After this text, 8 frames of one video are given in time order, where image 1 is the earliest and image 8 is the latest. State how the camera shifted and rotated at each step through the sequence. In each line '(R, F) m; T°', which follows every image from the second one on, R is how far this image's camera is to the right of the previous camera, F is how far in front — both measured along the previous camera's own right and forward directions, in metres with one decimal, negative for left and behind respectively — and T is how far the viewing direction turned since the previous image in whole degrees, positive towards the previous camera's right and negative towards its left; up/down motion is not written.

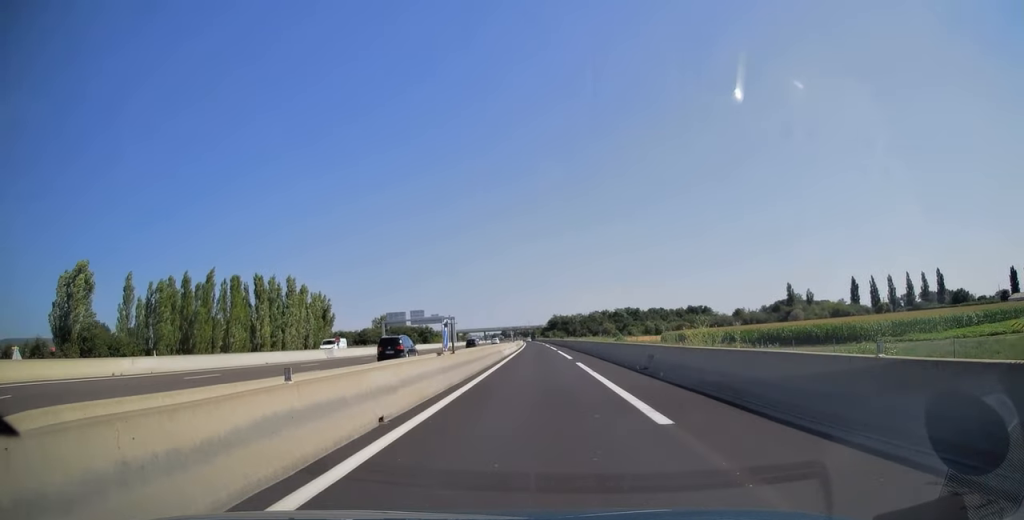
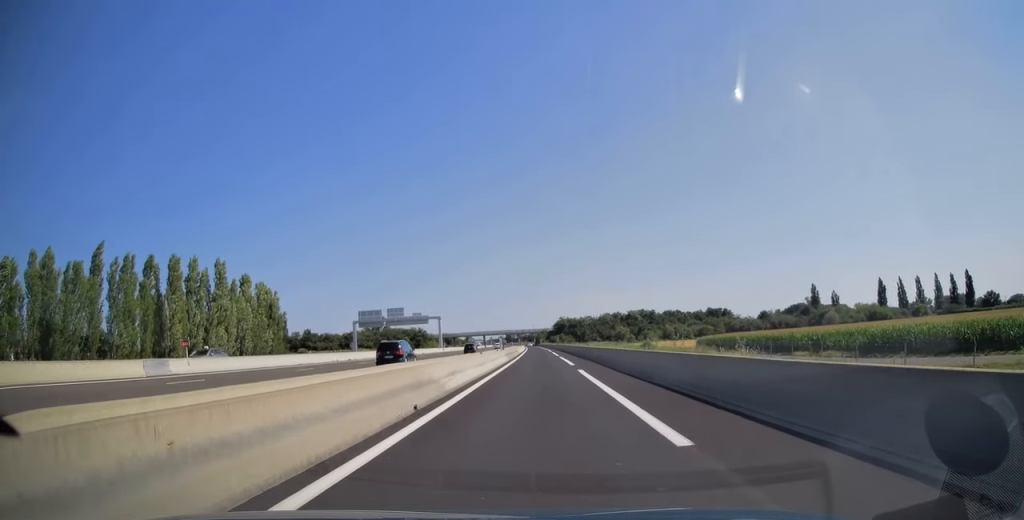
(0.0, +27.3) m; 0°
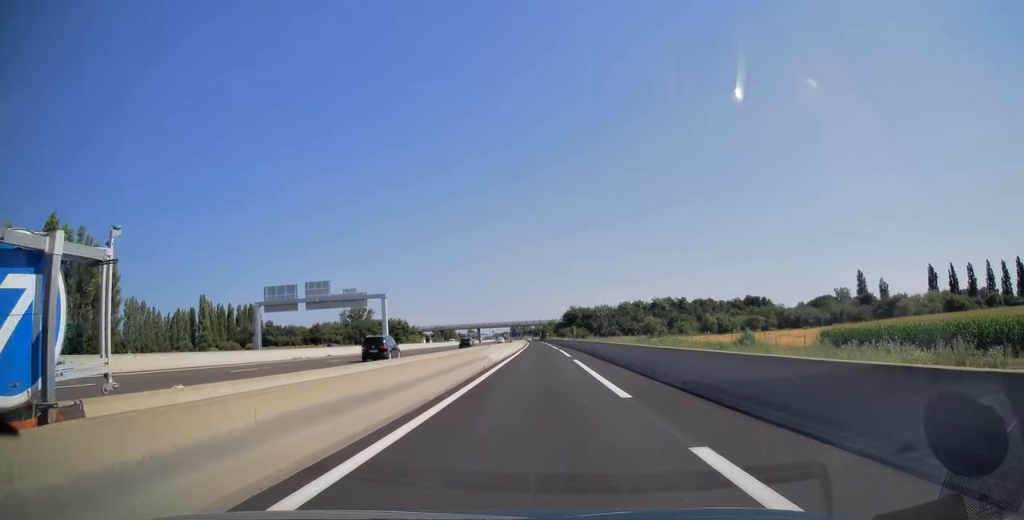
(-0.3, +46.7) m; -1°
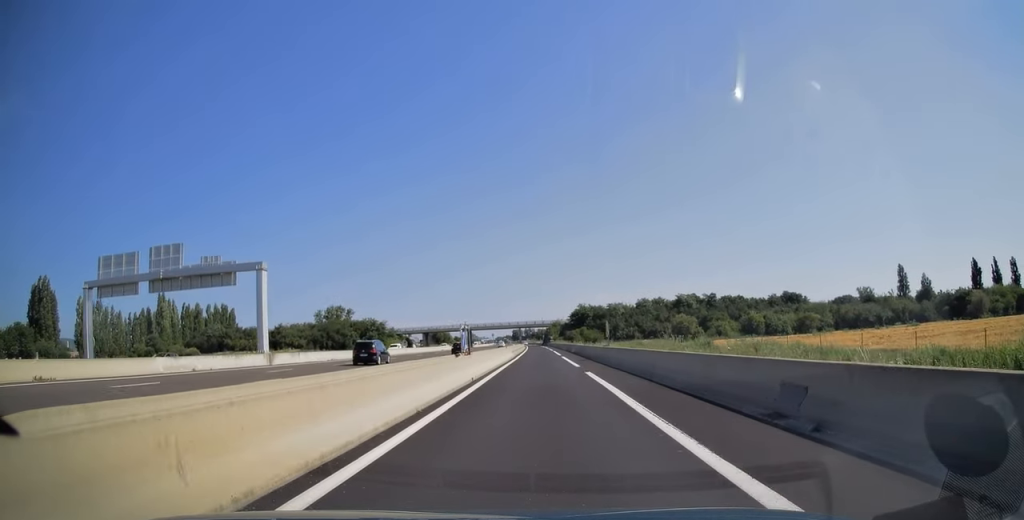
(-0.2, +35.0) m; -1°
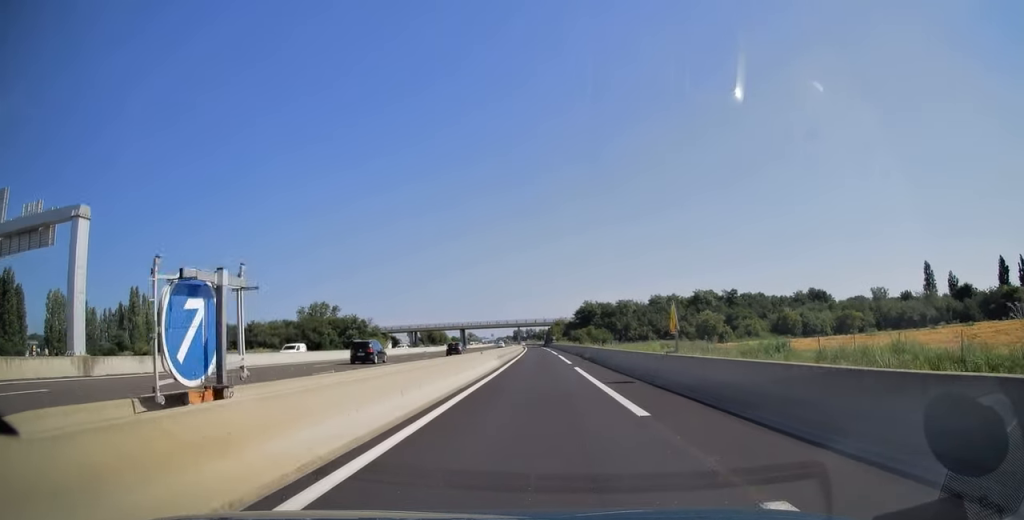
(-0.1, +19.5) m; 0°
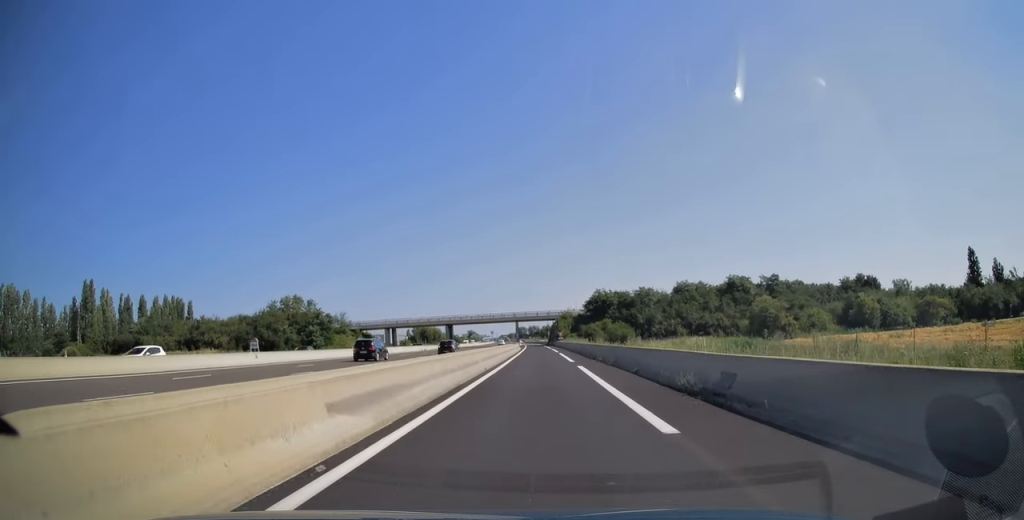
(-0.1, +28.6) m; 0°
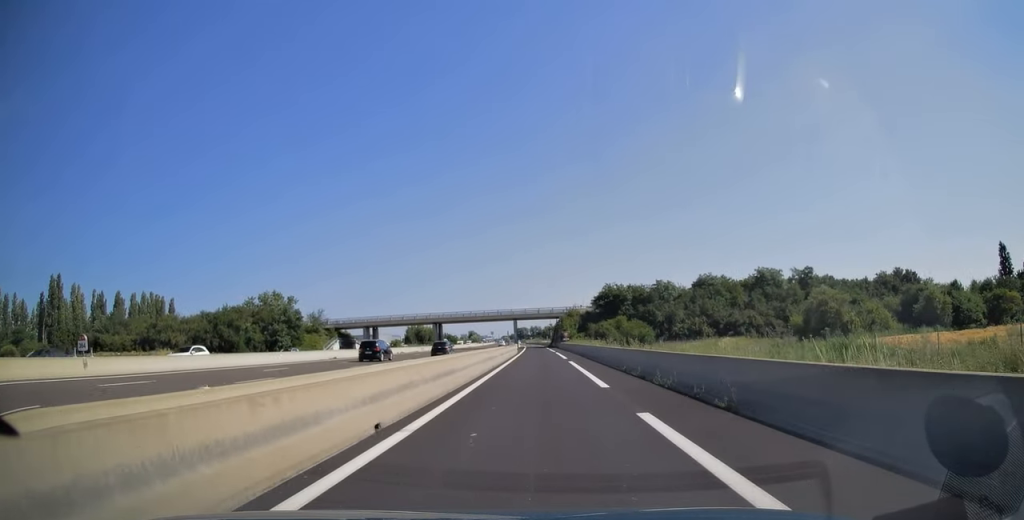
(0.0, +17.7) m; 0°
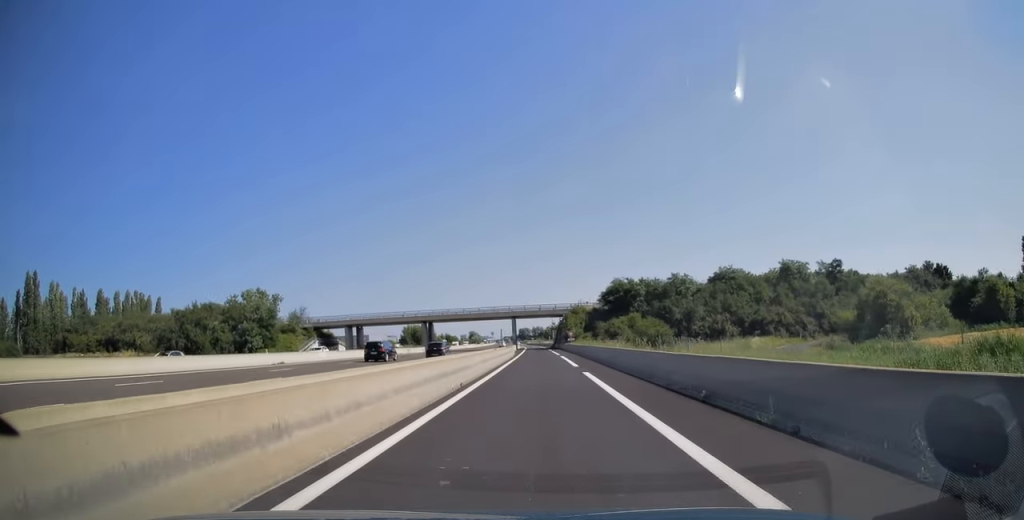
(0.0, +12.1) m; 0°
